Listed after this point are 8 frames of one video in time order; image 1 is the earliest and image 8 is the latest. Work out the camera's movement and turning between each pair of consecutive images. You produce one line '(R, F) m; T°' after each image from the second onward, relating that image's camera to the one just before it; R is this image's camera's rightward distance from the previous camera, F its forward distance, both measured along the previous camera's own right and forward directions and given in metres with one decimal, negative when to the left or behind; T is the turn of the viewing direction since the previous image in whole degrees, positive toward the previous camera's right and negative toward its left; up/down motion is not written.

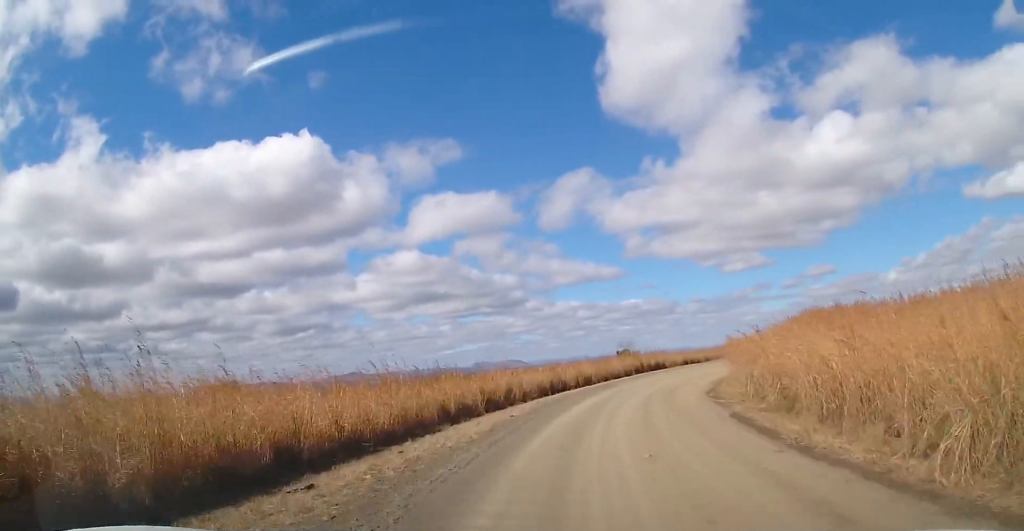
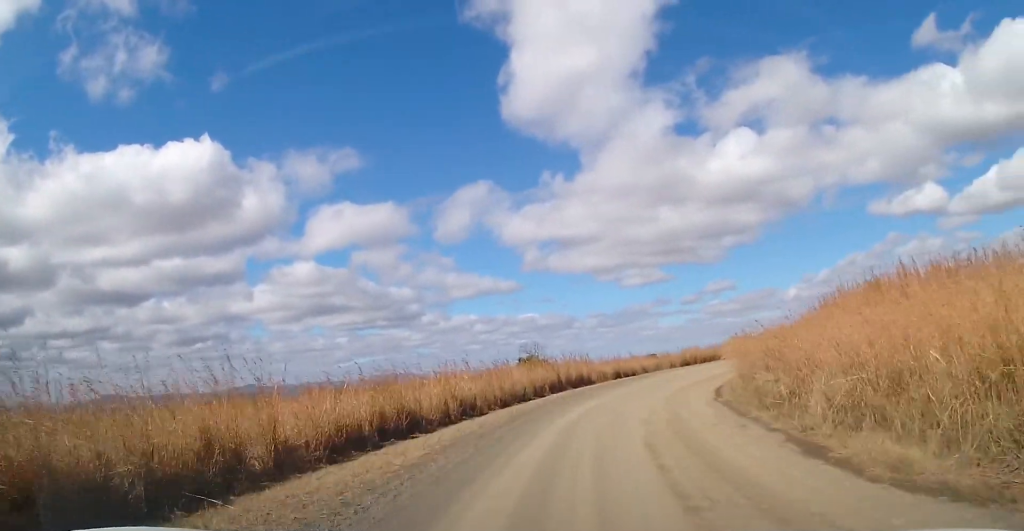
(+1.5, +19.1) m; +12°
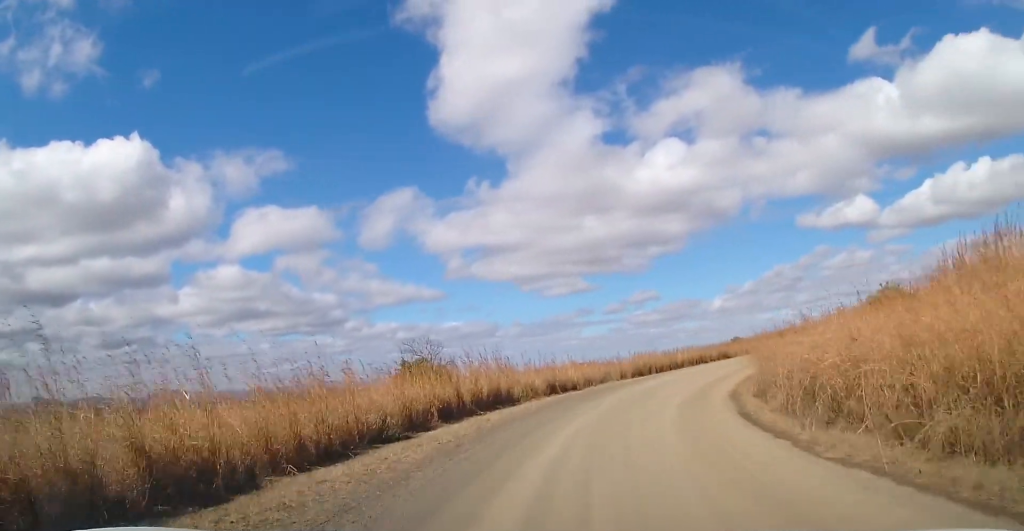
(+1.3, +13.6) m; +9°
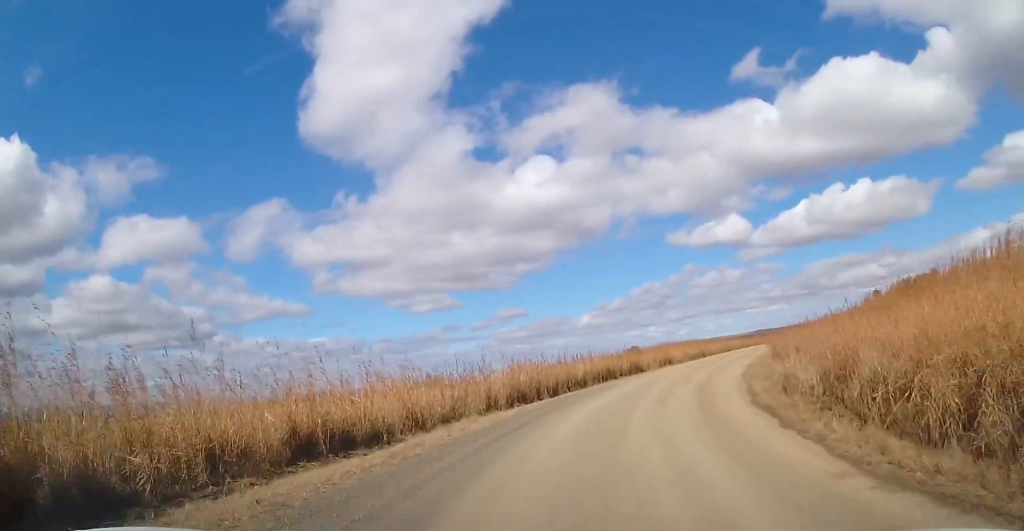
(+1.7, +18.8) m; +11°
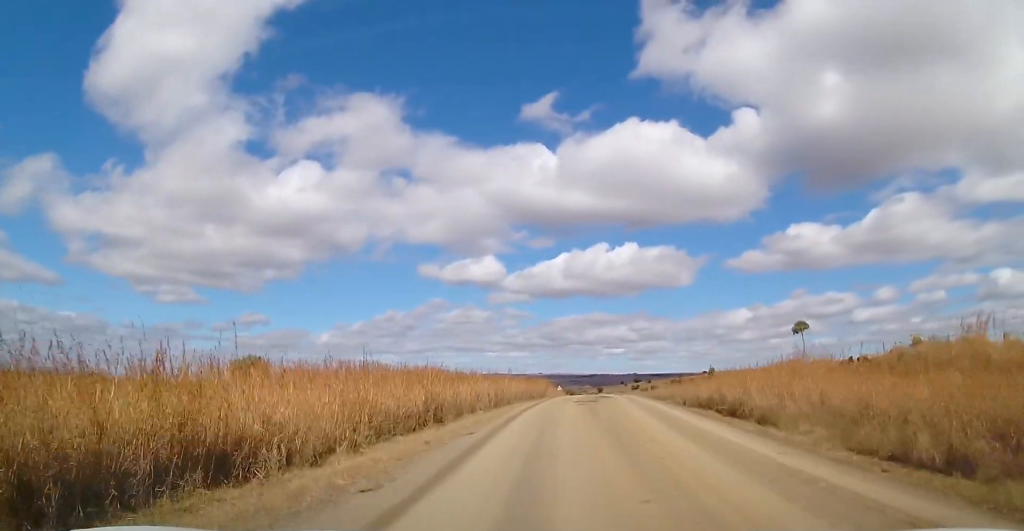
(+10.8, +44.0) m; +22°
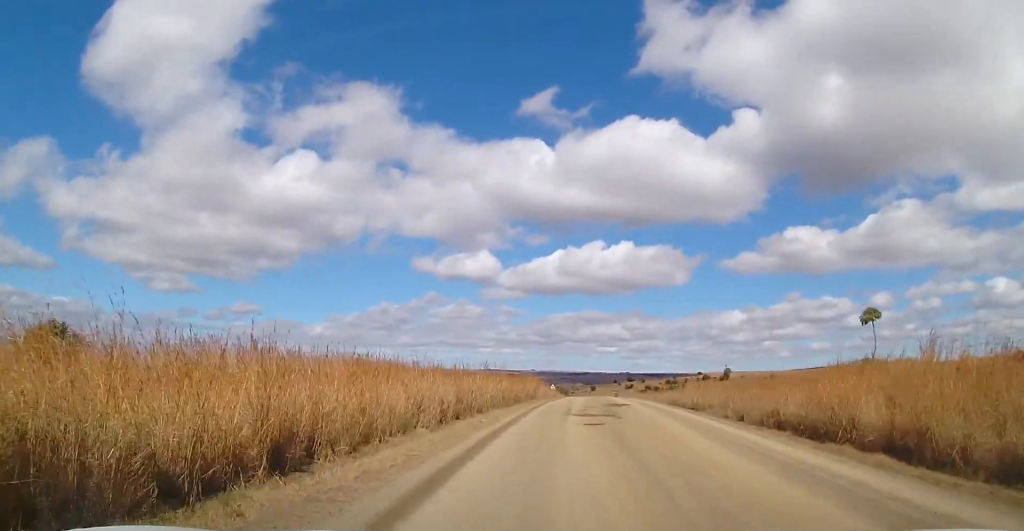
(+0.2, +11.3) m; +4°
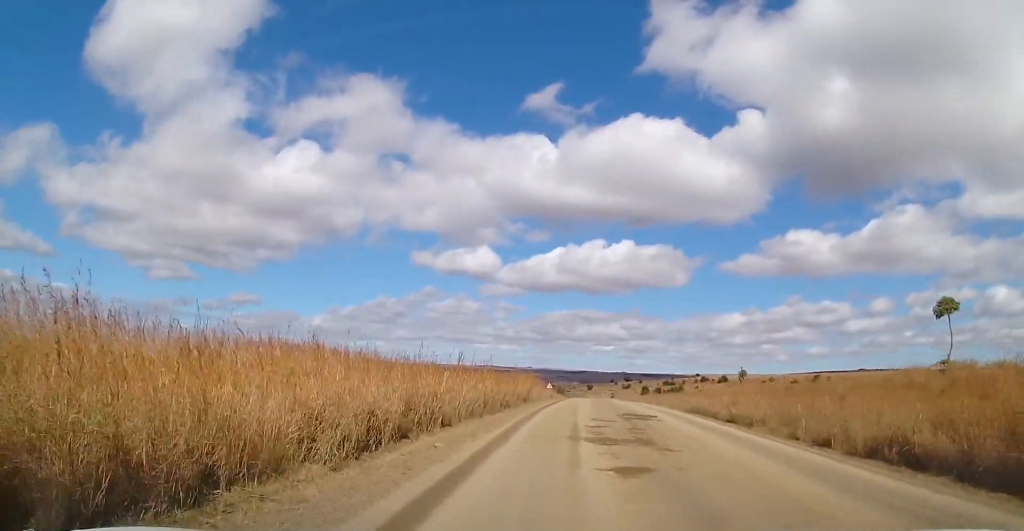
(-0.1, +7.5) m; +3°
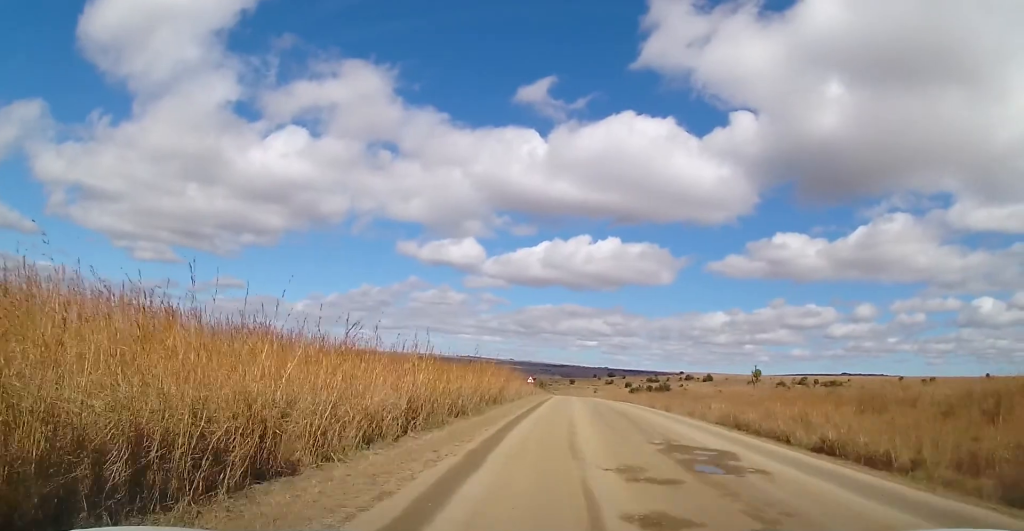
(+0.7, +10.9) m; +3°
